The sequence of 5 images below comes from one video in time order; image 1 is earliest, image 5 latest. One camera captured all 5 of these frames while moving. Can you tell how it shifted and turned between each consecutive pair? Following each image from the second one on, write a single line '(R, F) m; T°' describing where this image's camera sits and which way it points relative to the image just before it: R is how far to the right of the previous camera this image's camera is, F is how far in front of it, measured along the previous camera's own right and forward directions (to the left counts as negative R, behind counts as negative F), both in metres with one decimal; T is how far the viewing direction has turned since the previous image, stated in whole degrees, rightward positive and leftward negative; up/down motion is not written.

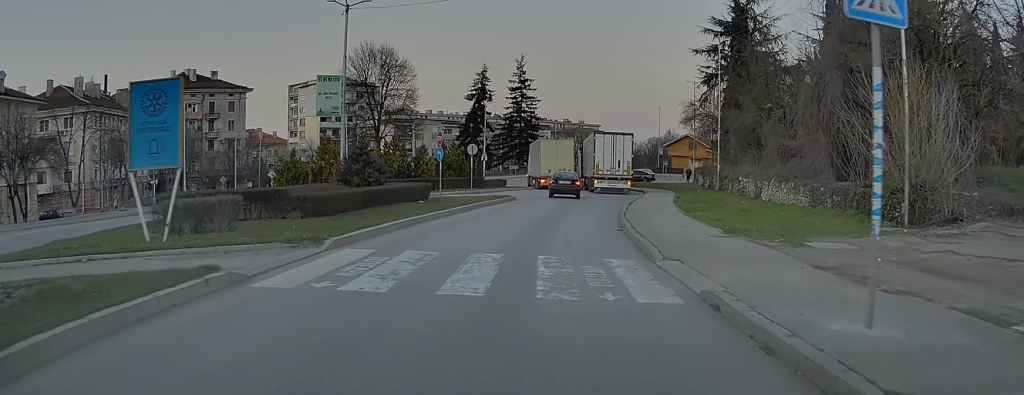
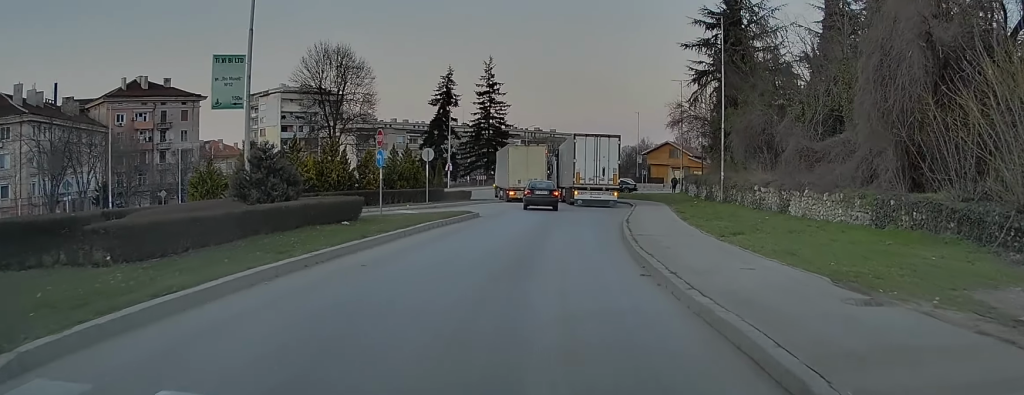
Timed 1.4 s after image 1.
(0.0, +7.8) m; +6°
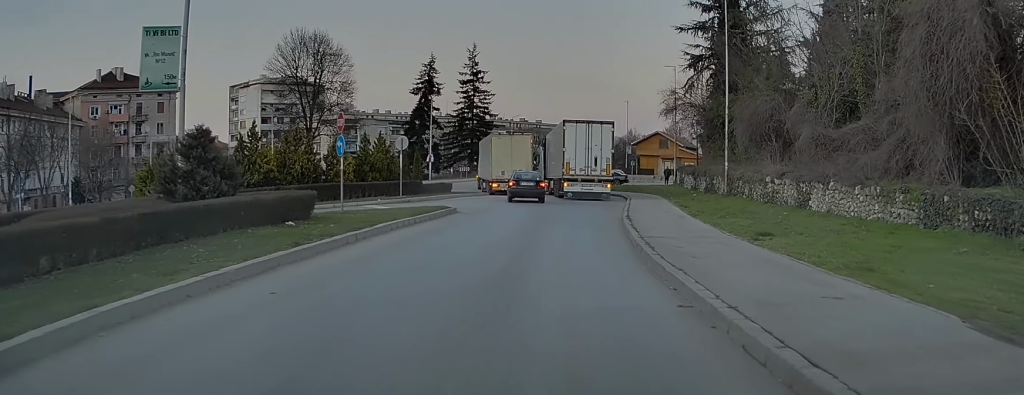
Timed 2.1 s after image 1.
(+0.2, +3.4) m; +3°
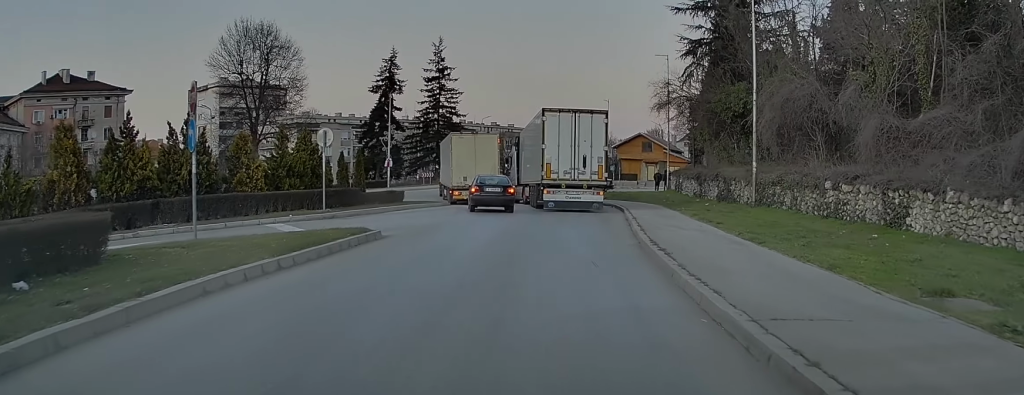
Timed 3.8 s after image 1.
(+0.2, +8.2) m; +3°
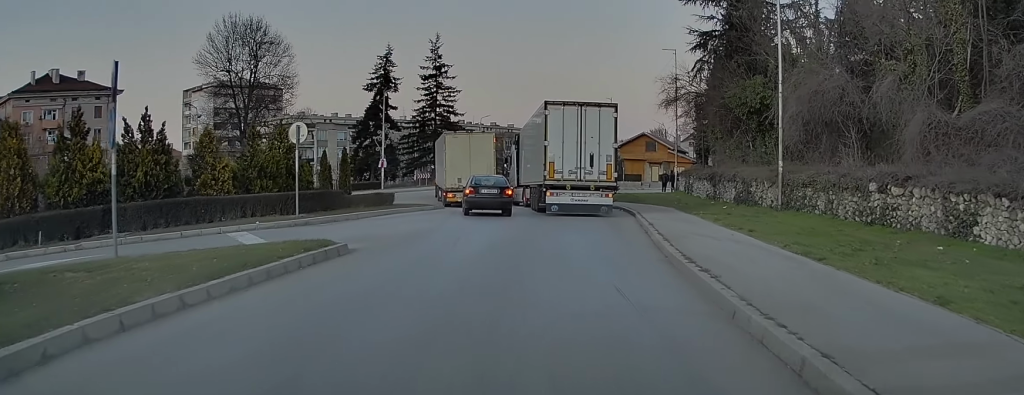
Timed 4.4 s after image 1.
(+0.2, +2.9) m; 0°
